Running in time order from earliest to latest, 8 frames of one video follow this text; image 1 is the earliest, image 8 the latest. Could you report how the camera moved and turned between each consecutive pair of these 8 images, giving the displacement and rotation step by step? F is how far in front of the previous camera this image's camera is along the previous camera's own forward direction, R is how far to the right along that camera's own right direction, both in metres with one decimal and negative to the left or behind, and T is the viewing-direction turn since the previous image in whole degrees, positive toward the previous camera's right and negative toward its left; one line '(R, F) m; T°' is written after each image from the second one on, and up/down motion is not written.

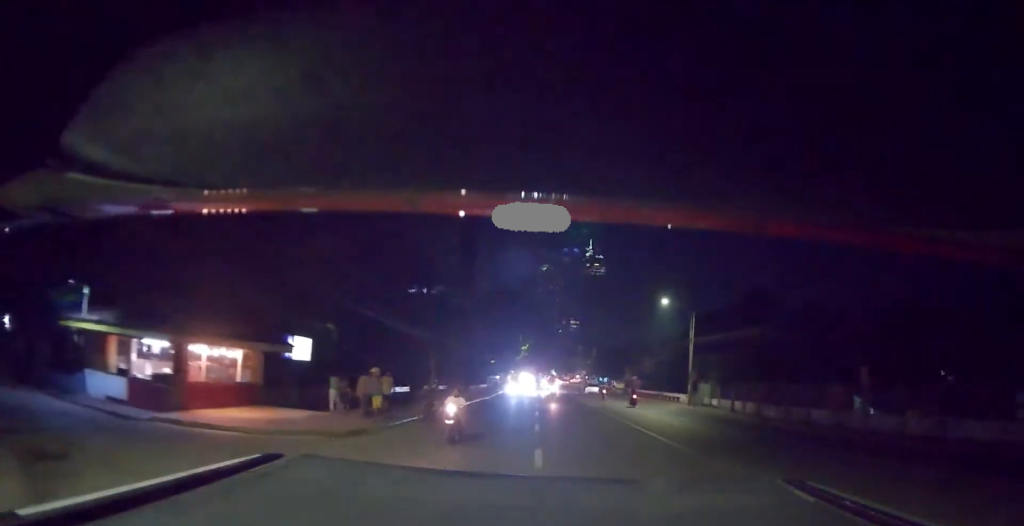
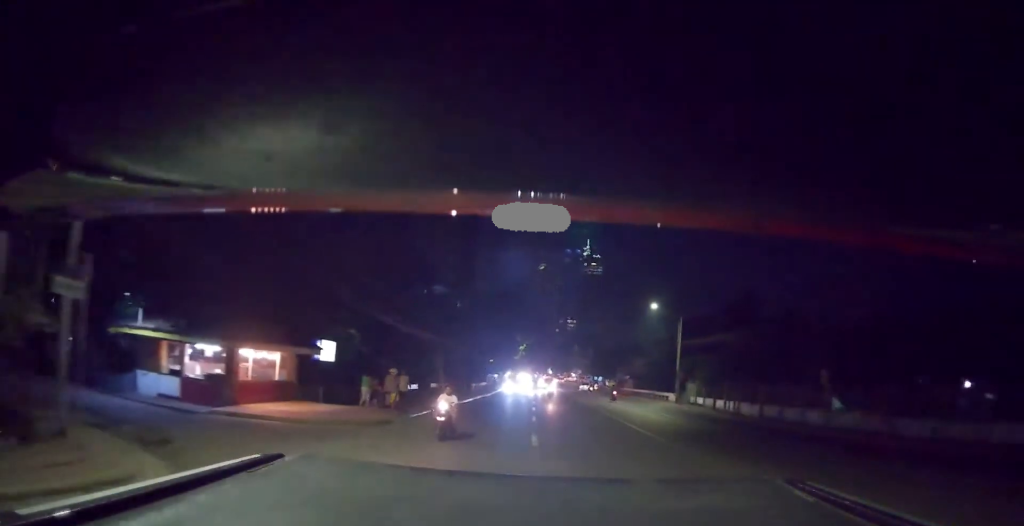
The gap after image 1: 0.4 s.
(+0.2, +3.4) m; +1°
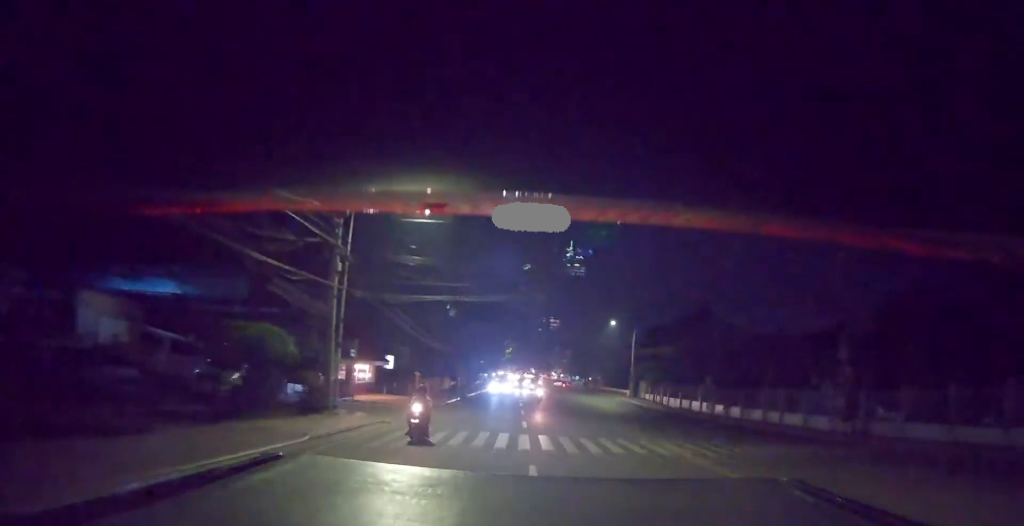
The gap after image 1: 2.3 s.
(+0.6, +16.0) m; +4°
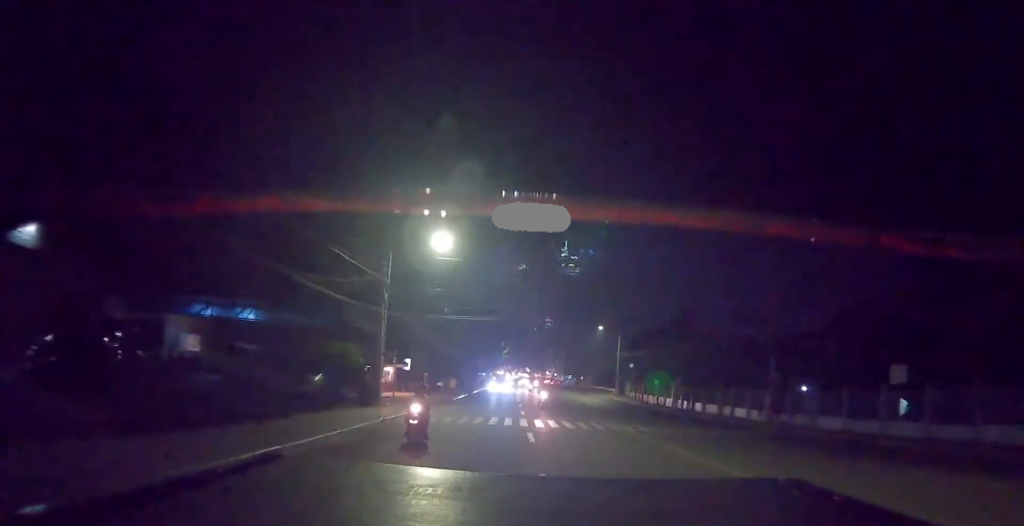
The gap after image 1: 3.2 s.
(+0.2, +8.0) m; +1°
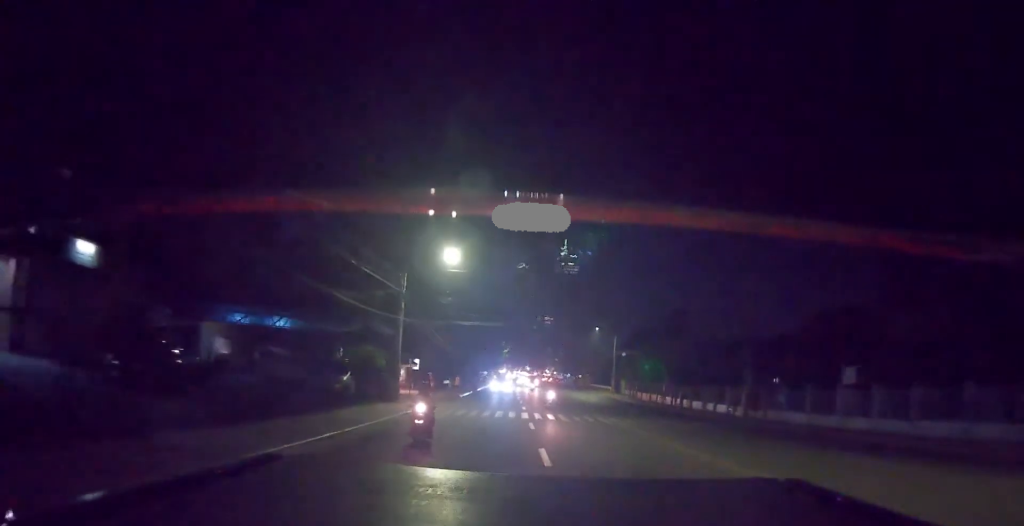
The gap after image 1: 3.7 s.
(-0.1, +4.0) m; 0°
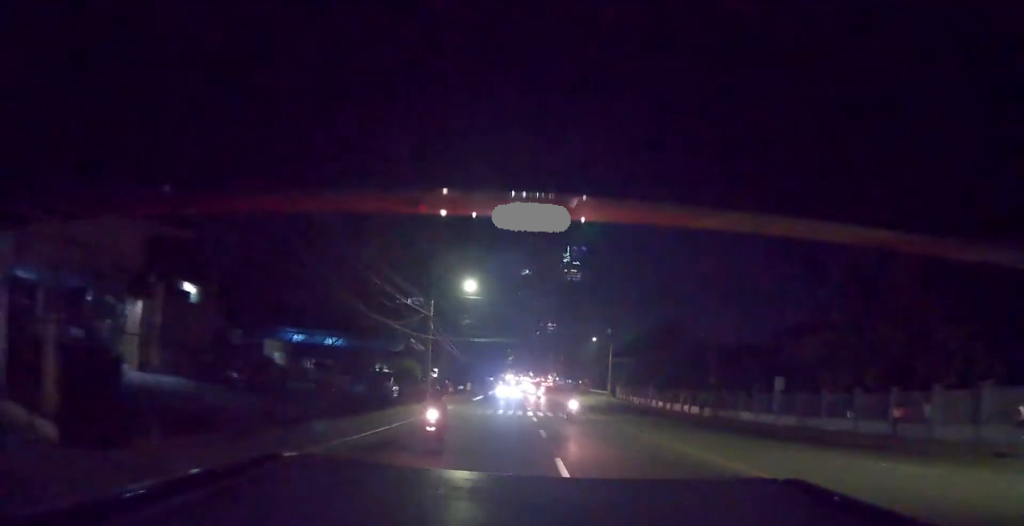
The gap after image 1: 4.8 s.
(+0.1, +8.4) m; +1°
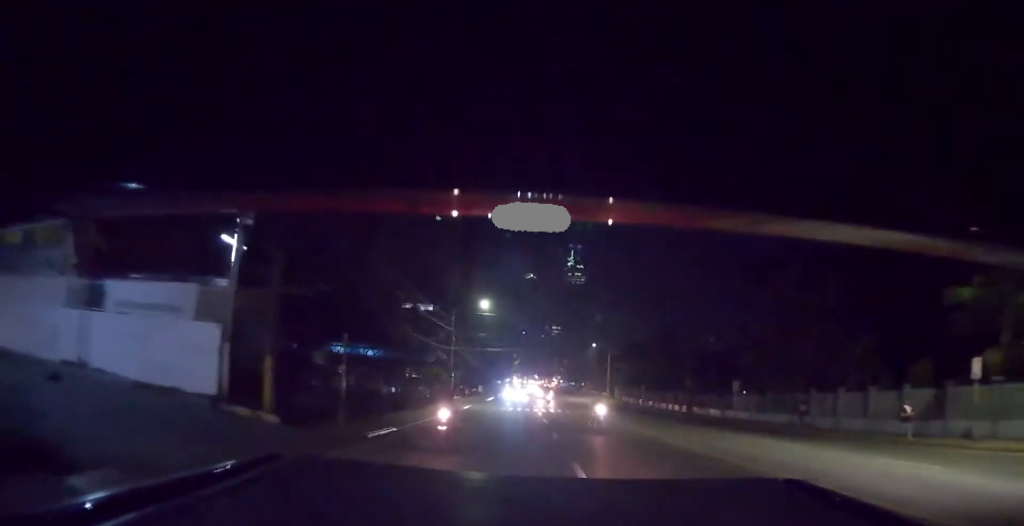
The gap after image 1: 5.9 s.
(-0.1, +8.5) m; 0°
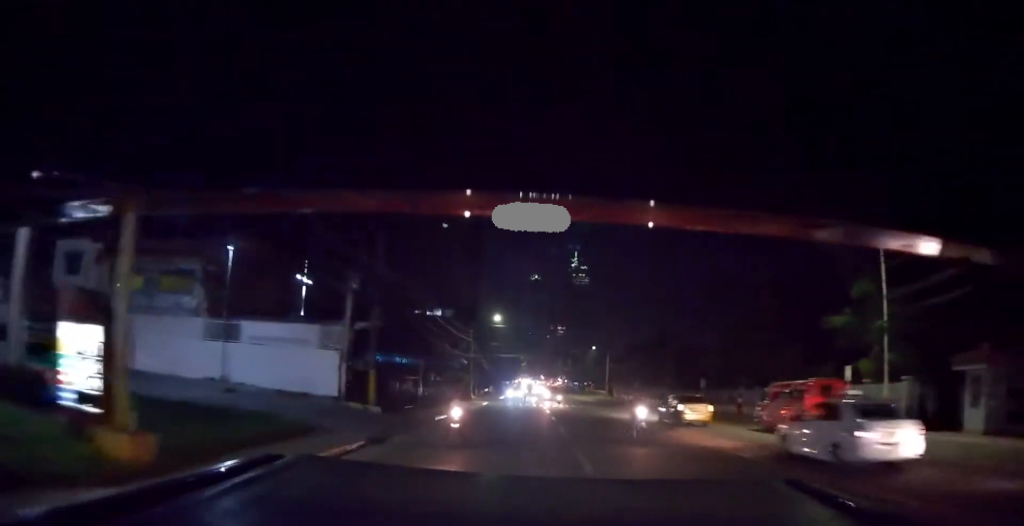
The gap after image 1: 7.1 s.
(0.0, +10.2) m; 0°
